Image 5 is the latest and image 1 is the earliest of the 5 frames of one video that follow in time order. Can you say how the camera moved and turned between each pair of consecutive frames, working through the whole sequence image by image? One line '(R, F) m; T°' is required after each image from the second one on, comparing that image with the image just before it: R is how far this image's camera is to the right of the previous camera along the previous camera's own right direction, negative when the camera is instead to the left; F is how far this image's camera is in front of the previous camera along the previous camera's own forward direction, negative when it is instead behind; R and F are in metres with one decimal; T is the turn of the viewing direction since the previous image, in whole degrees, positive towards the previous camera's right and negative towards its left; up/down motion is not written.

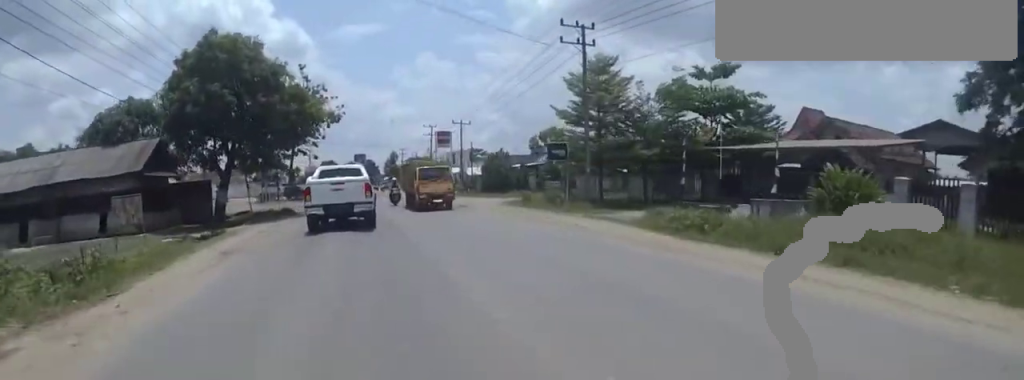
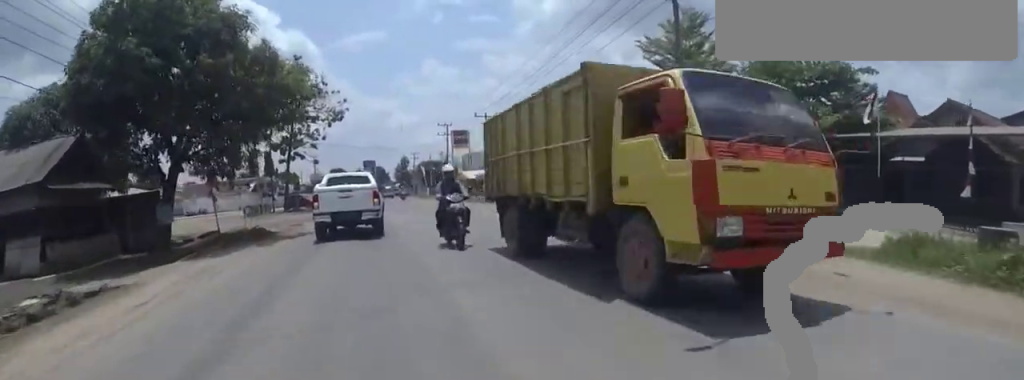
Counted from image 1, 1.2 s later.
(0.0, +7.7) m; 0°
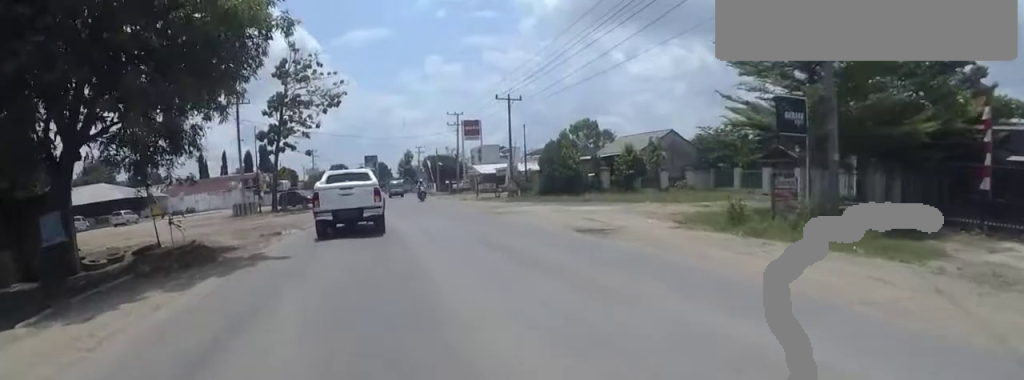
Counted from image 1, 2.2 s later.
(0.0, +6.4) m; 0°
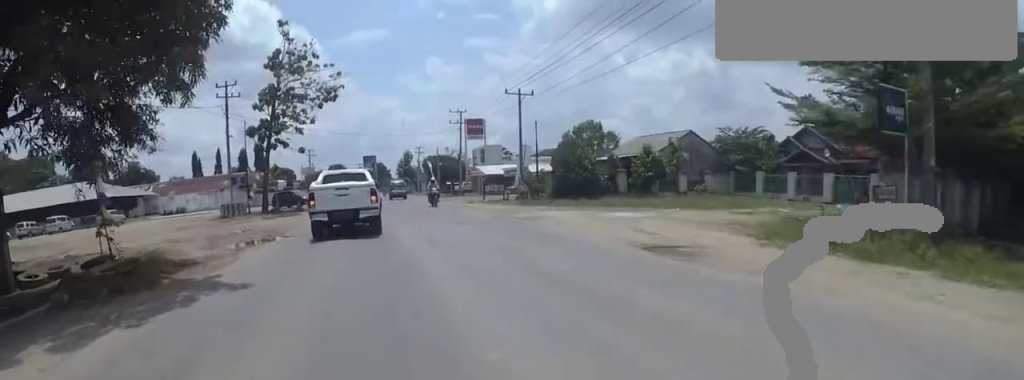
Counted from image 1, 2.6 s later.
(0.0, +2.7) m; 0°
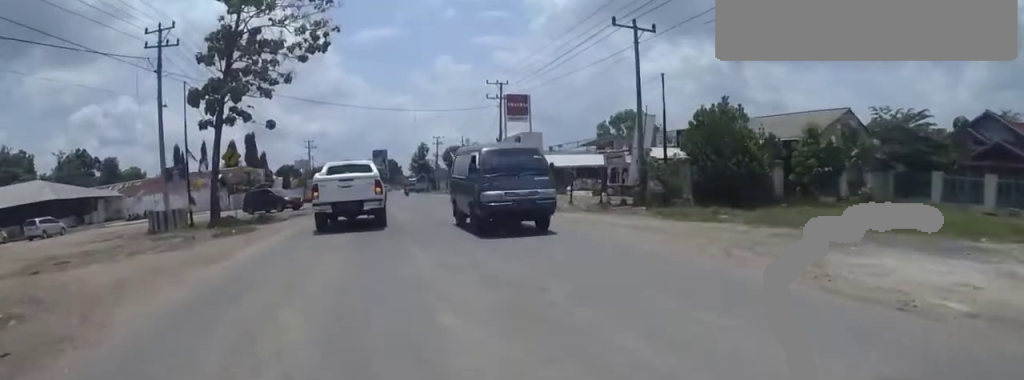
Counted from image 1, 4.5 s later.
(0.0, +14.1) m; 0°
